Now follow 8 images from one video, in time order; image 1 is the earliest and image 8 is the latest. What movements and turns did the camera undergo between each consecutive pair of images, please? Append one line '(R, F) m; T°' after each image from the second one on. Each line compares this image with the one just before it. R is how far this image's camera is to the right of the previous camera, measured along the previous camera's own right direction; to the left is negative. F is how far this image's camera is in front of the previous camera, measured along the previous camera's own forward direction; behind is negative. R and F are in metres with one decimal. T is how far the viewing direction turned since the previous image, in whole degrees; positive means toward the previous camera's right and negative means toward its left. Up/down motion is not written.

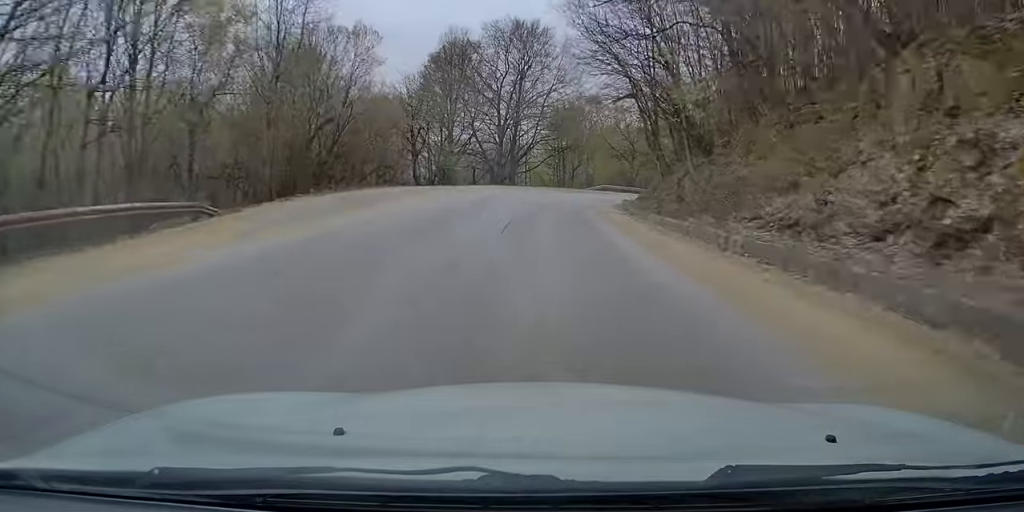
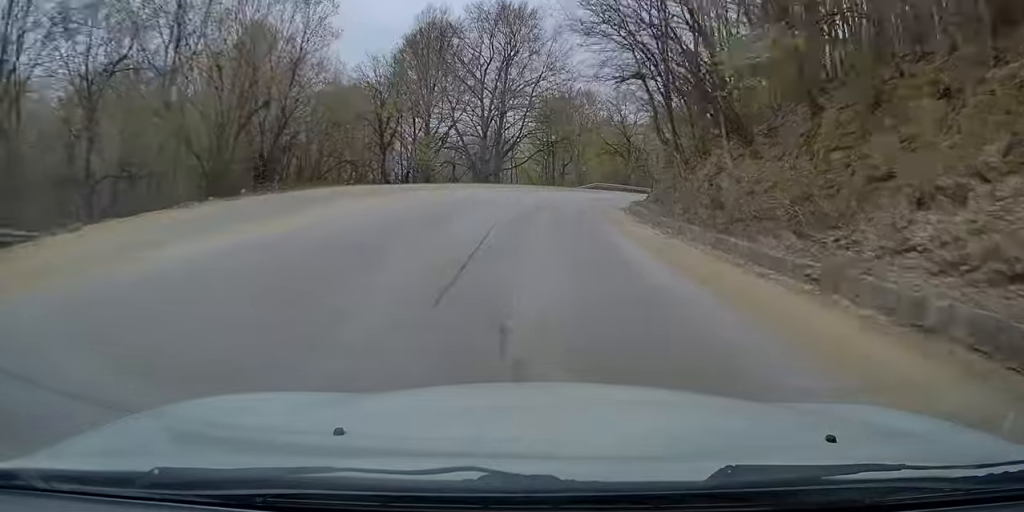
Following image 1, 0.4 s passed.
(-0.1, +8.0) m; +1°
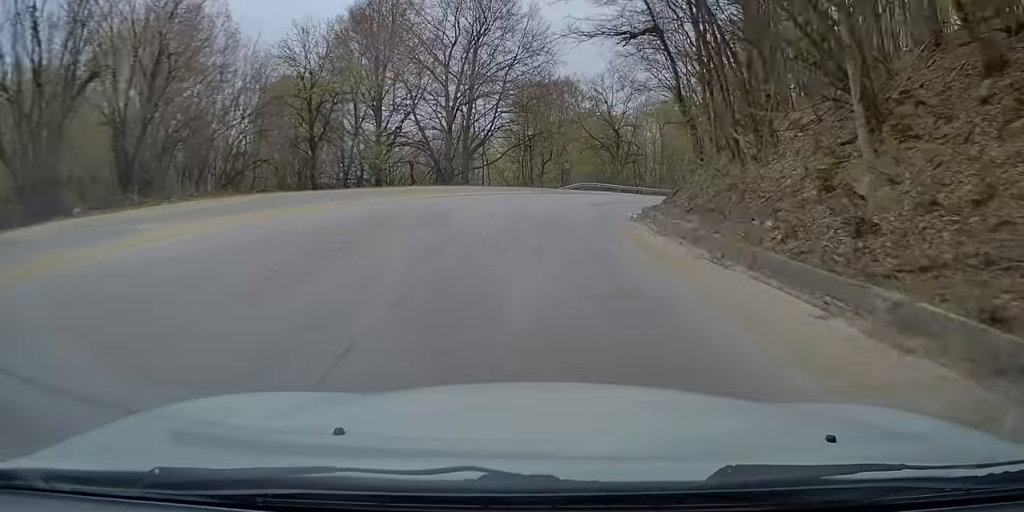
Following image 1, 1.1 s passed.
(+0.2, +11.9) m; +2°
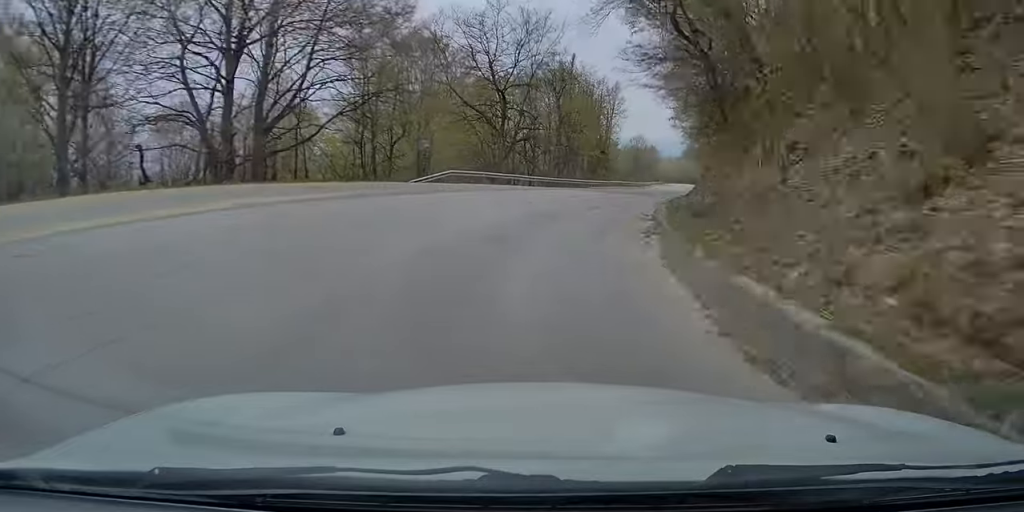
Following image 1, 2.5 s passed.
(+1.3, +27.3) m; +6°
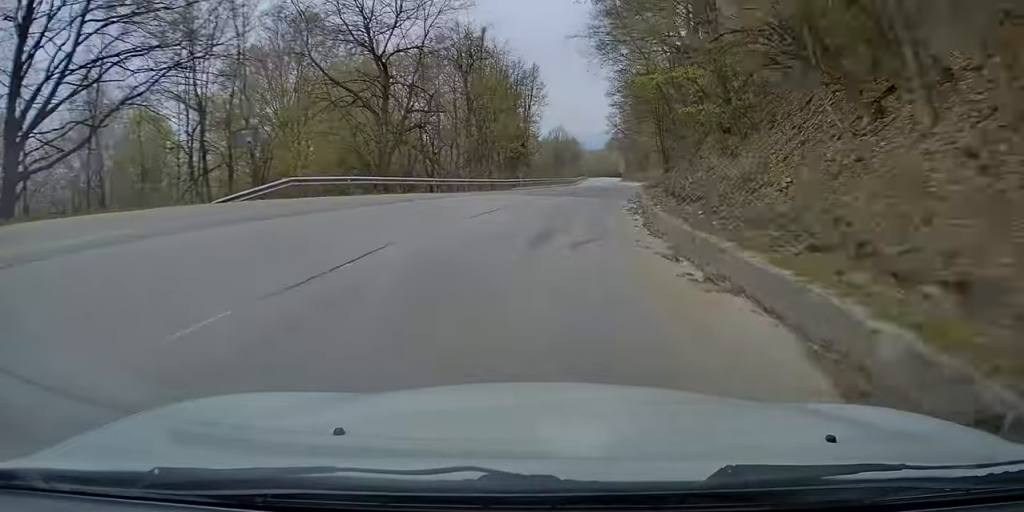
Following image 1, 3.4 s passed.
(+0.5, +16.4) m; +3°
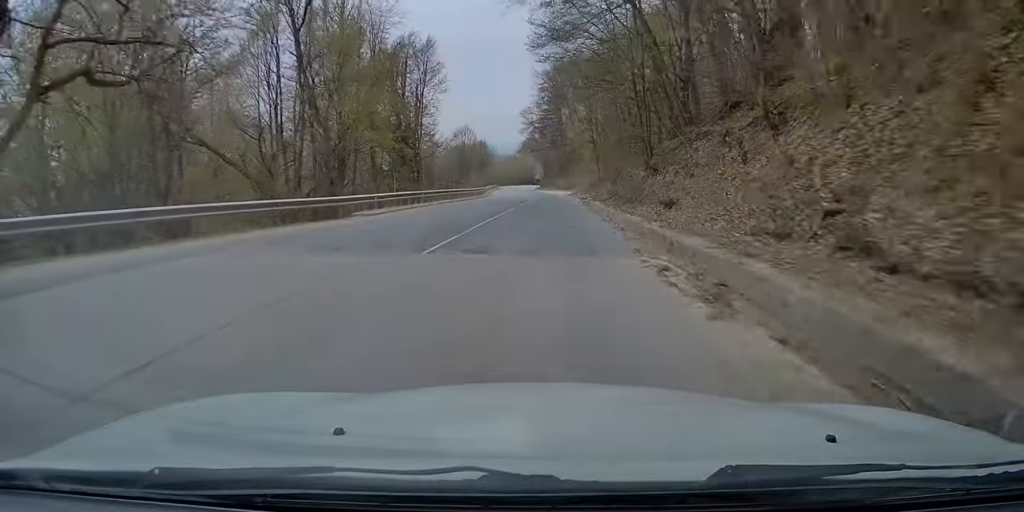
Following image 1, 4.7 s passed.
(+1.9, +24.6) m; +10°
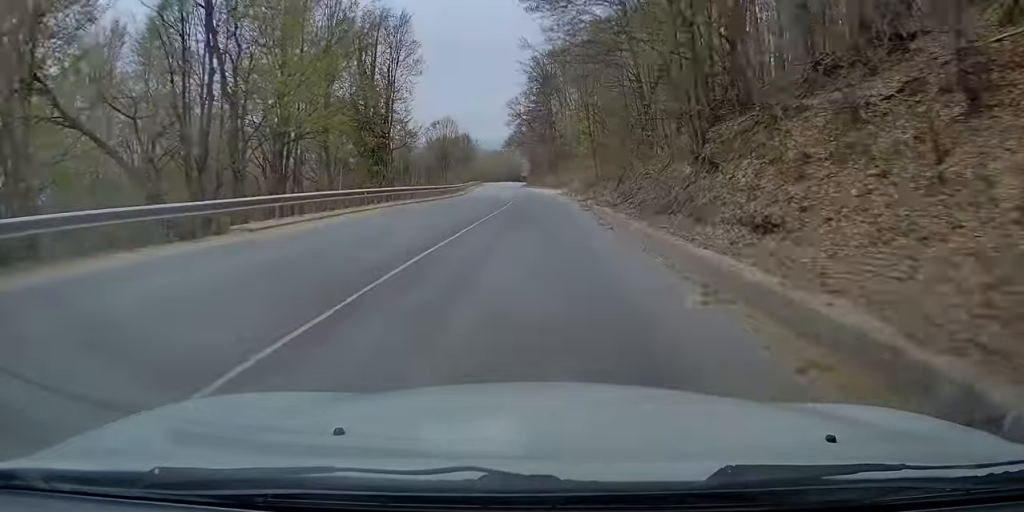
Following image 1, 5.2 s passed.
(+1.0, +10.0) m; +3°
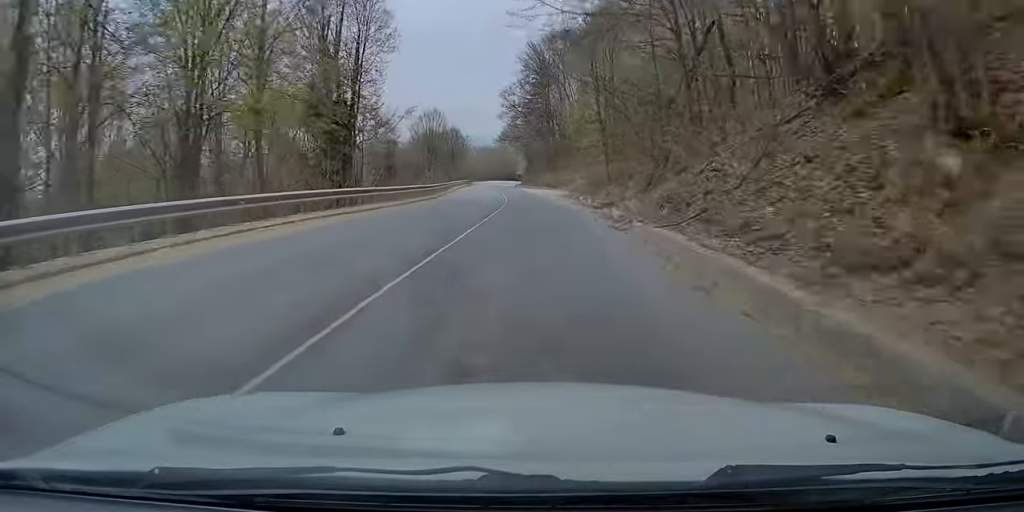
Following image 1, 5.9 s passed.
(0.0, +12.0) m; 0°
